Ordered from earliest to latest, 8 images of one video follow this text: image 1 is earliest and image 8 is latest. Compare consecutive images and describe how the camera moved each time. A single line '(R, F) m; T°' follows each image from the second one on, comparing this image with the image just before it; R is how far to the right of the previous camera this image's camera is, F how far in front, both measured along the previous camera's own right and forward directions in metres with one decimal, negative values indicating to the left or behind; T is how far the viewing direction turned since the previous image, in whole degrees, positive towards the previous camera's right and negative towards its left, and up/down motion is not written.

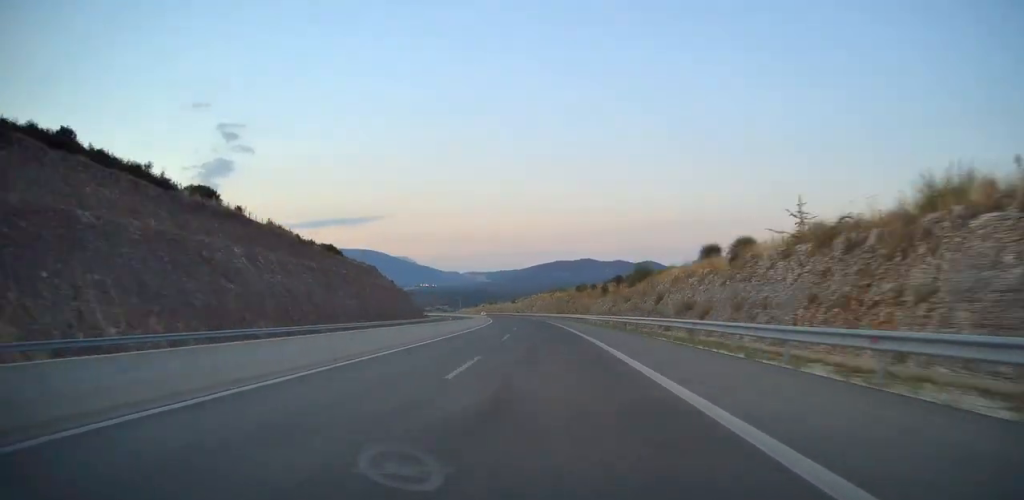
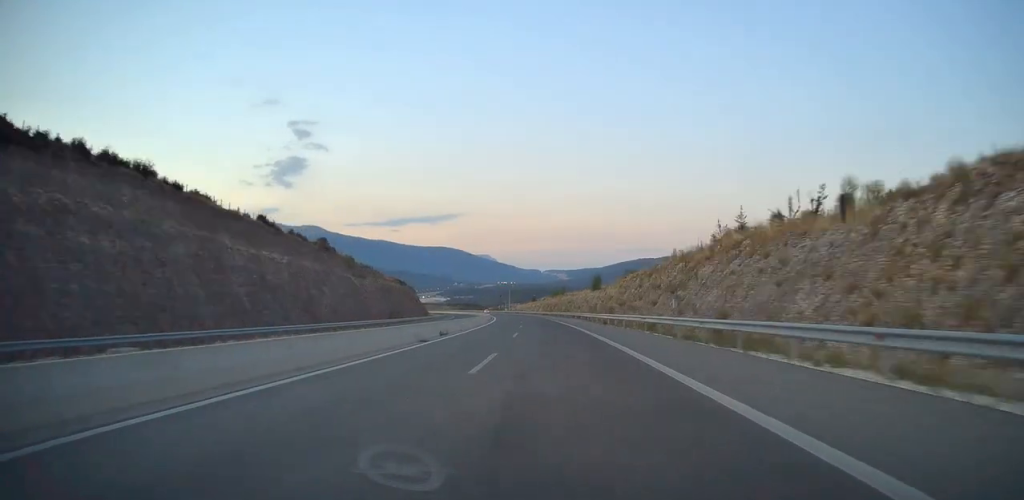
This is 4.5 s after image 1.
(-11.1, +144.3) m; -7°
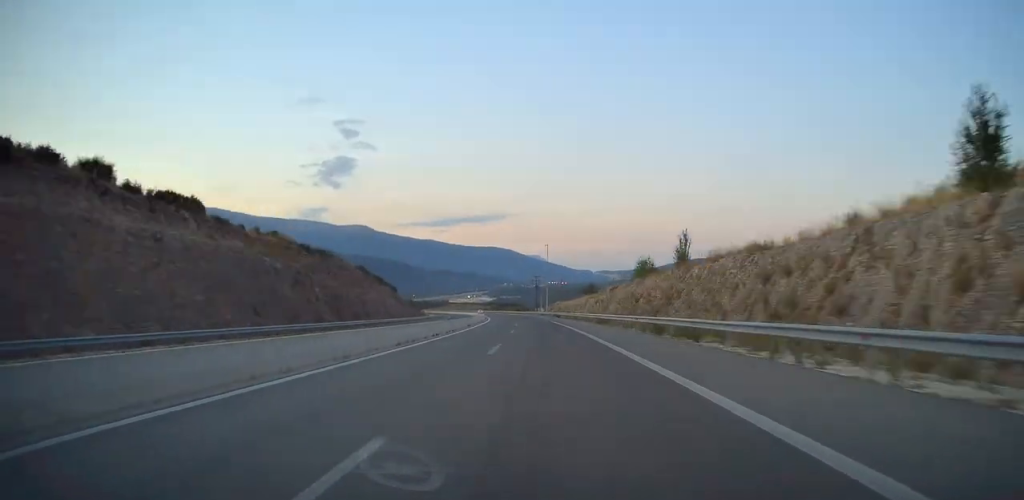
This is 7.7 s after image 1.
(-1.6, +102.1) m; -5°
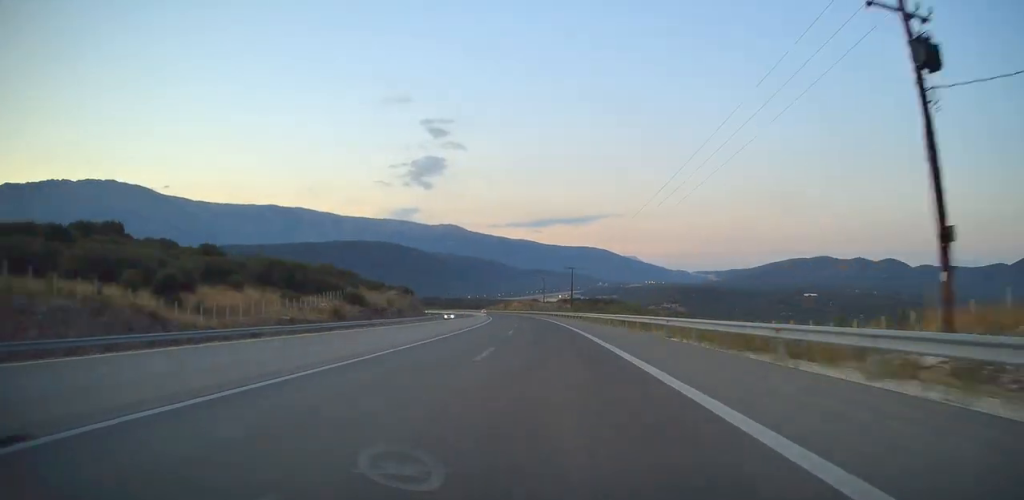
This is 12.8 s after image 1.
(-14.3, +164.2) m; -9°
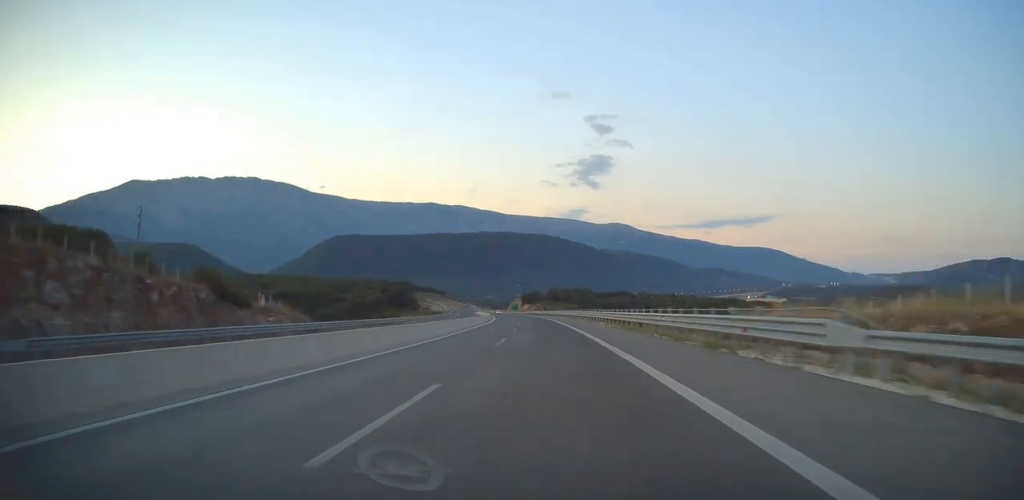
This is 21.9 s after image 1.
(-37.5, +295.7) m; -13°
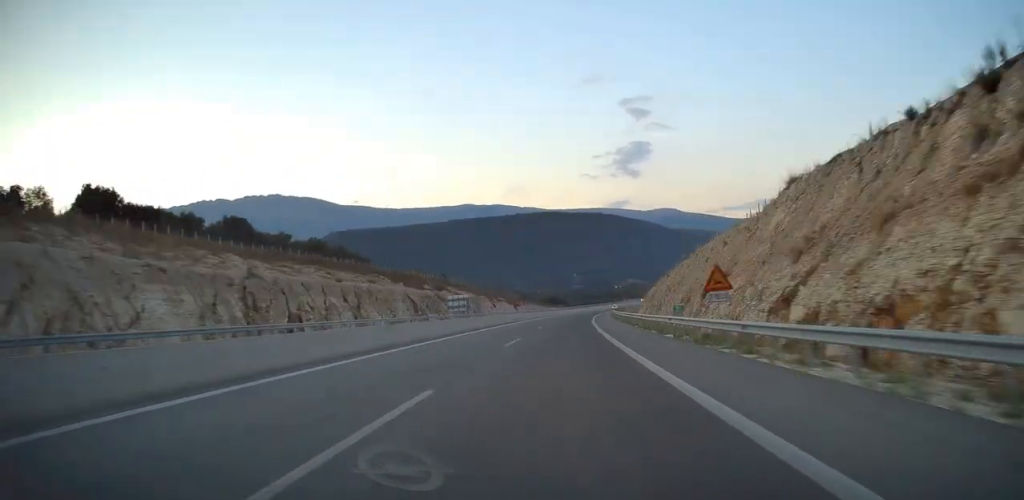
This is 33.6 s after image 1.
(-18.6, +395.3) m; +3°
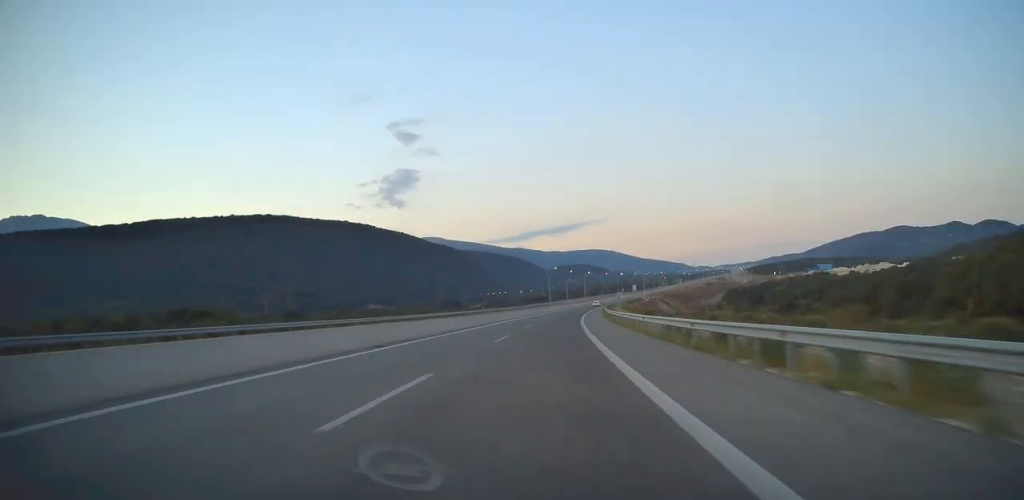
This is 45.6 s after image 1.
(+61.9, +398.8) m; +20°
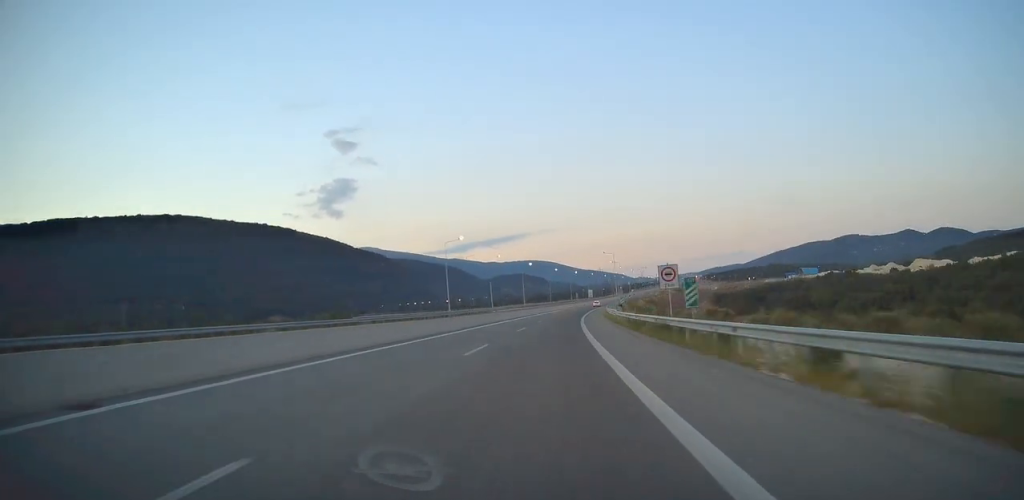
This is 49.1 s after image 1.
(+7.9, +108.8) m; +5°
